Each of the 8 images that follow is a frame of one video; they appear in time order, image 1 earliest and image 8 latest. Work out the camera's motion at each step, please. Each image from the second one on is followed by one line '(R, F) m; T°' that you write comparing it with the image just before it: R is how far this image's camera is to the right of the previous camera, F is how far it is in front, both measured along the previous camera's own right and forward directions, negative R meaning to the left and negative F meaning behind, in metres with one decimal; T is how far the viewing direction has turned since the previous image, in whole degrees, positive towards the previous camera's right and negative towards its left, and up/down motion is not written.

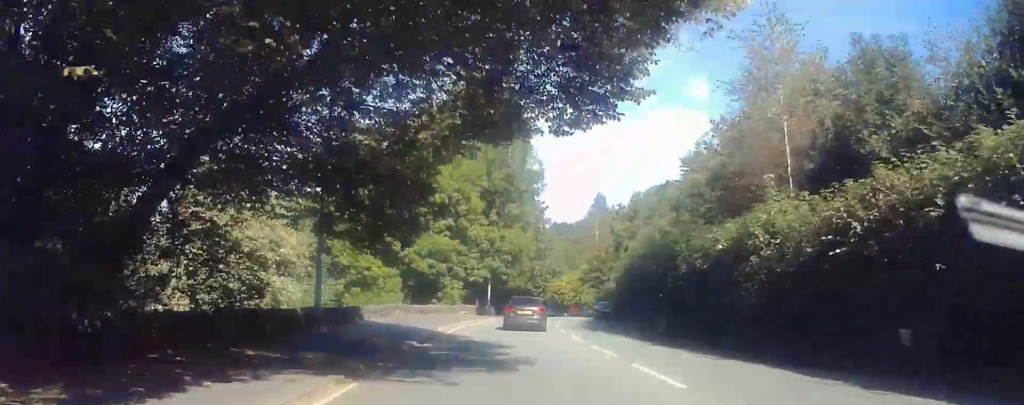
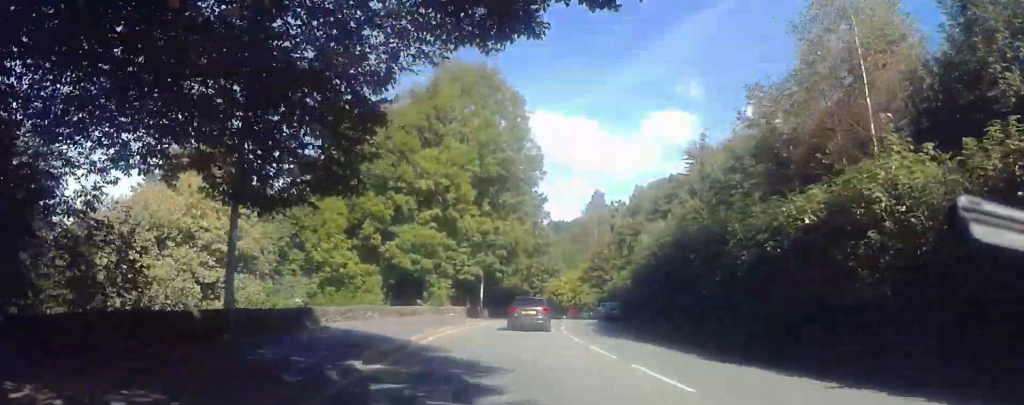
(-0.1, +6.6) m; 0°
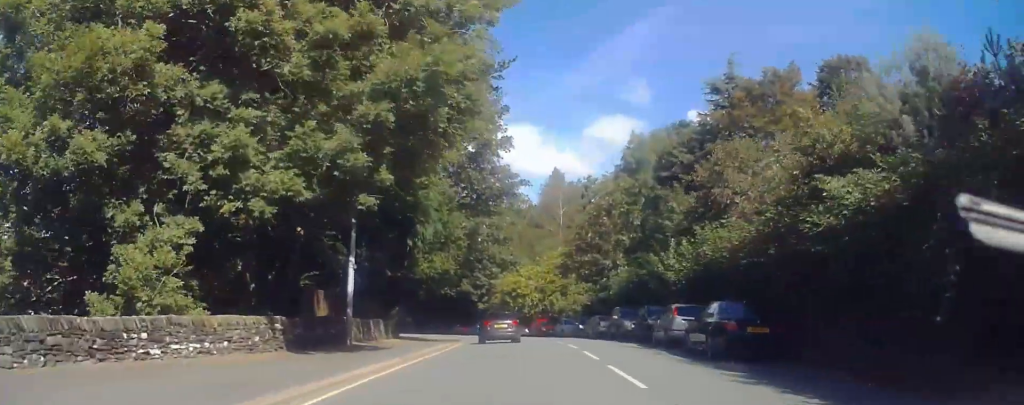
(+0.2, +35.9) m; 0°
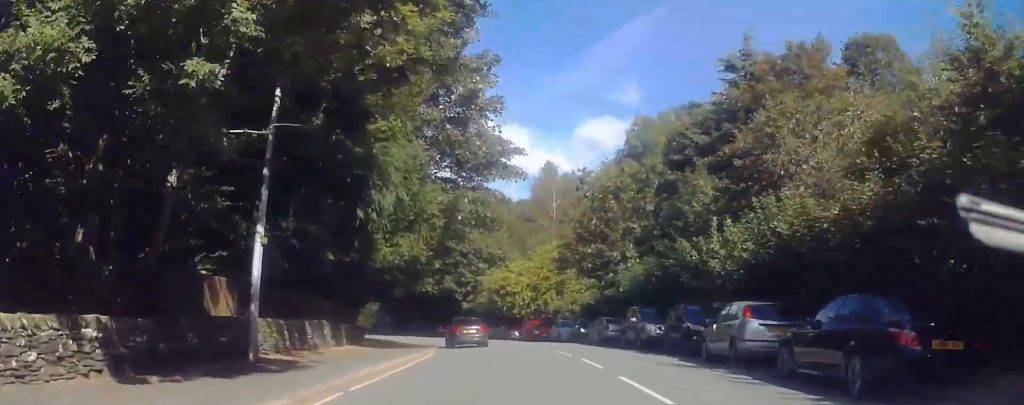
(0.0, +7.8) m; 0°
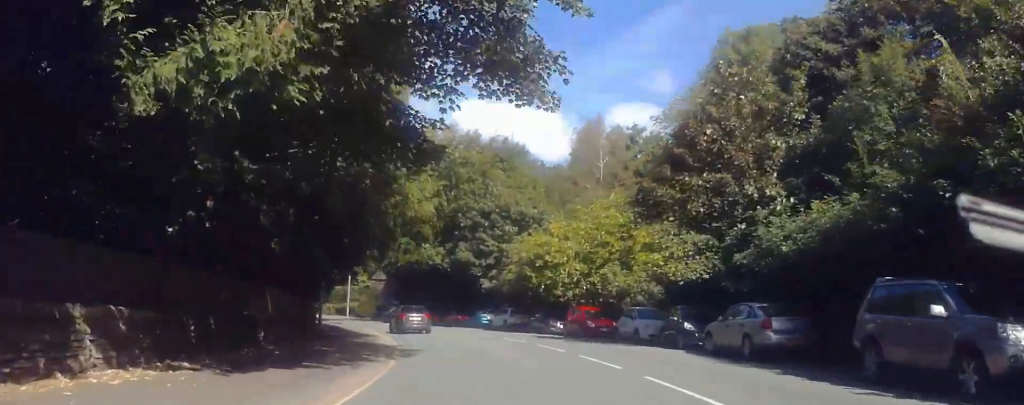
(+0.1, +18.5) m; 0°
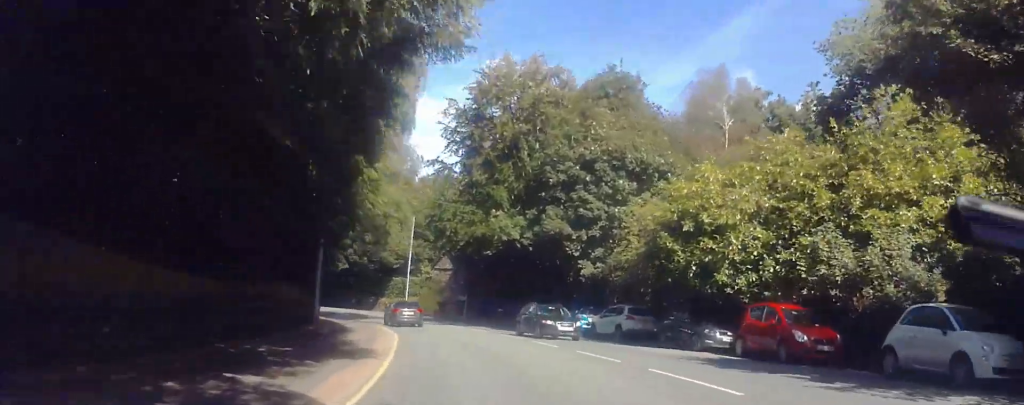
(0.0, +16.5) m; +1°
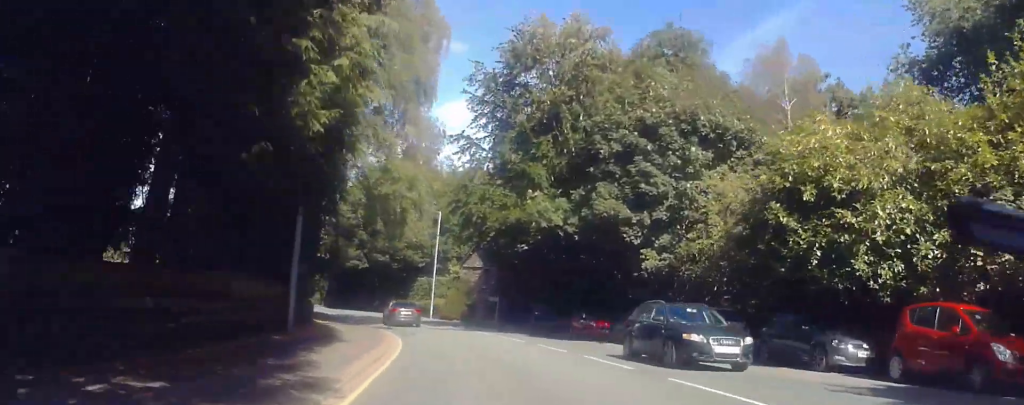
(+0.1, +6.7) m; -1°
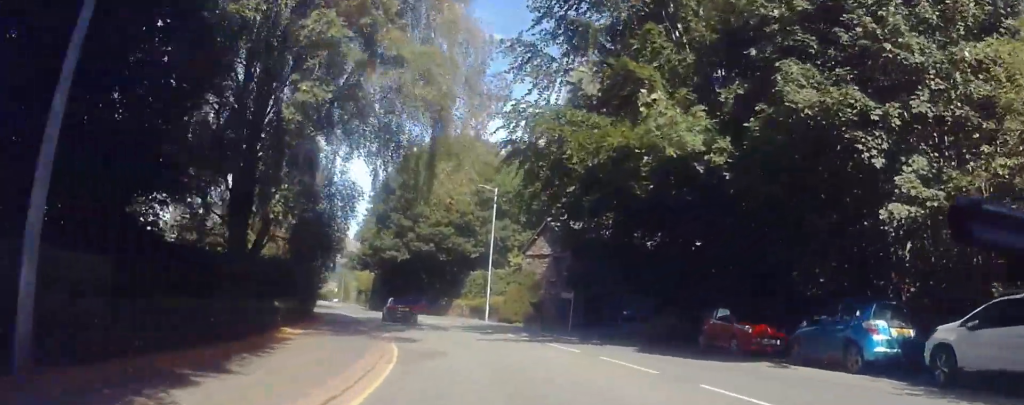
(-0.1, +12.9) m; -5°
